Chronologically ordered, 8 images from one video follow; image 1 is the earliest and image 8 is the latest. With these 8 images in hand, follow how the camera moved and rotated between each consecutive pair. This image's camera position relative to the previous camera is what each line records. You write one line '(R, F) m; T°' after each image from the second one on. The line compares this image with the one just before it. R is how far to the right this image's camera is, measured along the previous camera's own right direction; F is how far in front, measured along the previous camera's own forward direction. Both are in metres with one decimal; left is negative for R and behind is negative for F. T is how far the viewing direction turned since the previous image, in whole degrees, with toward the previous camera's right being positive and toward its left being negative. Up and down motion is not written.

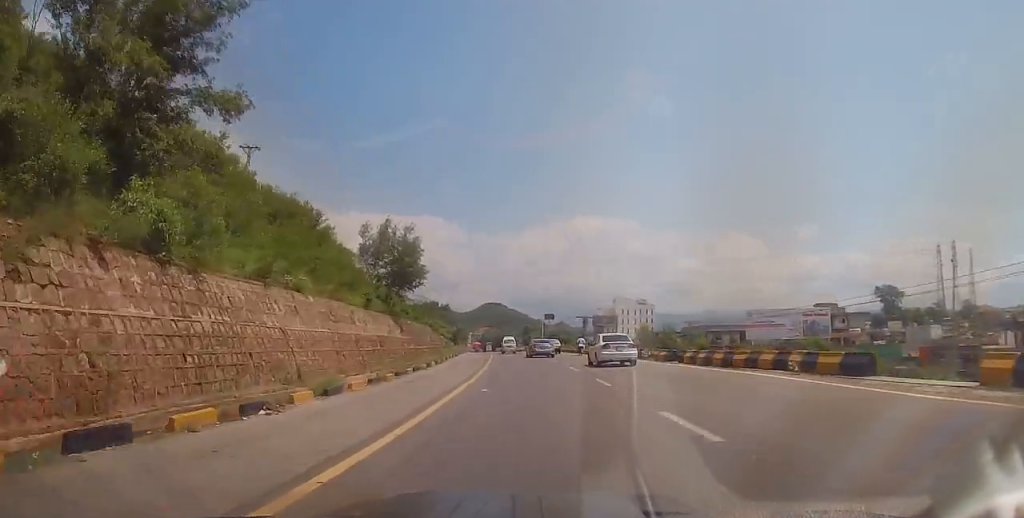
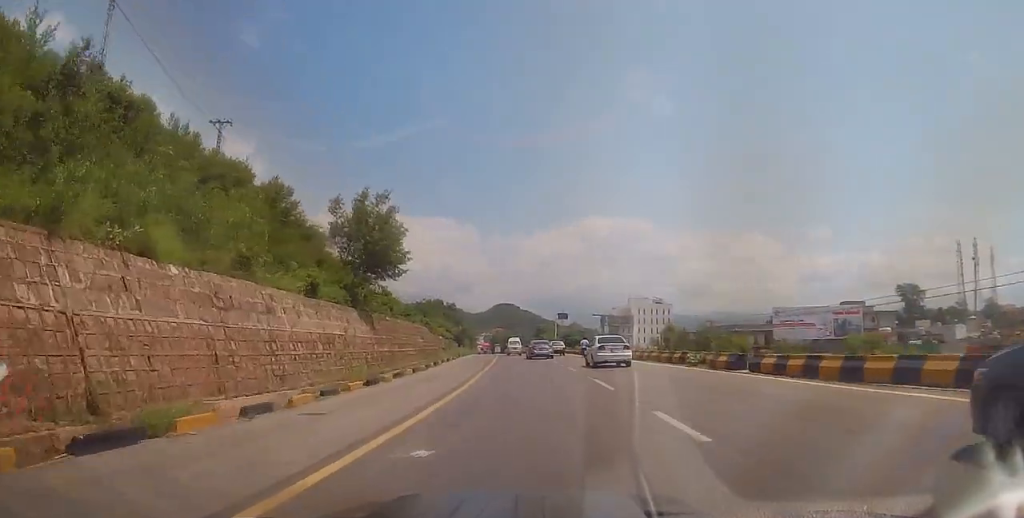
(+0.1, +8.9) m; 0°
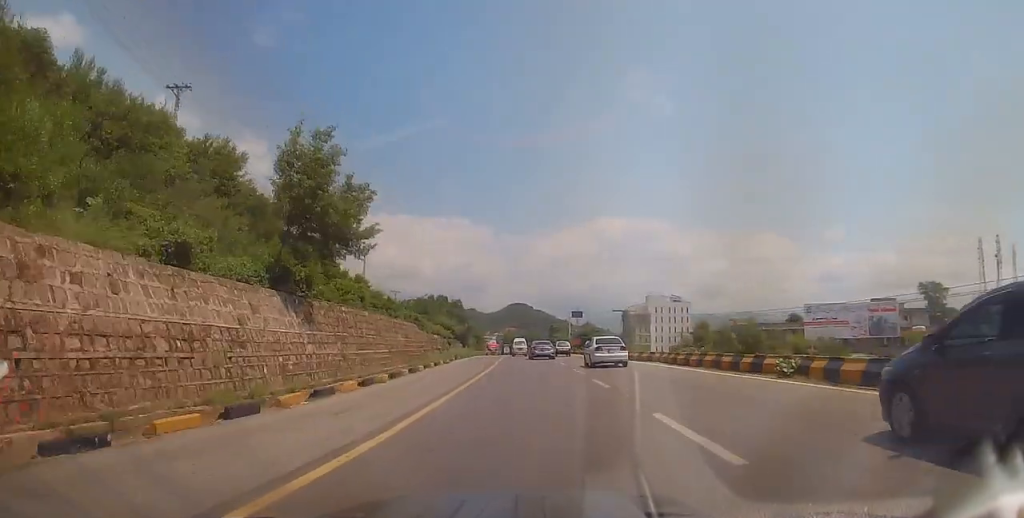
(0.0, +9.4) m; -1°
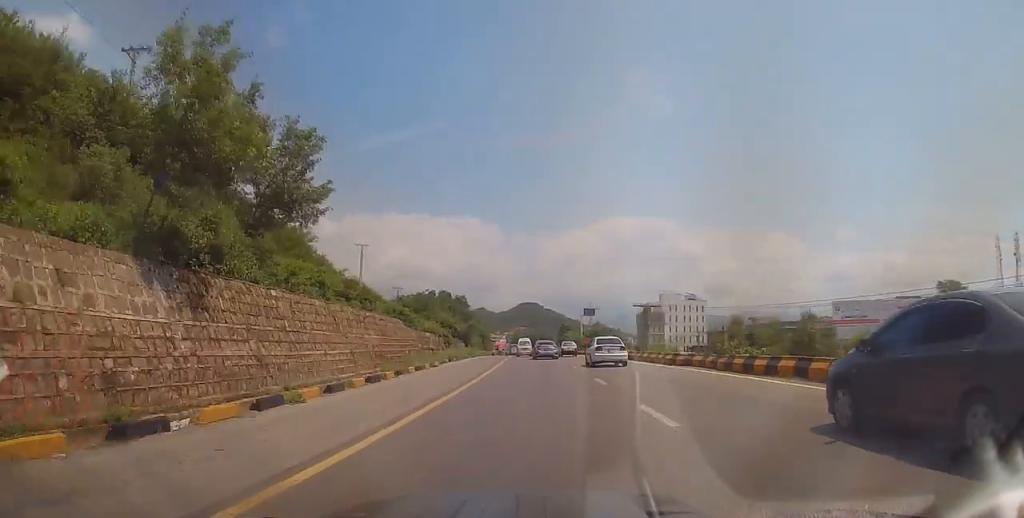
(0.0, +7.8) m; -1°
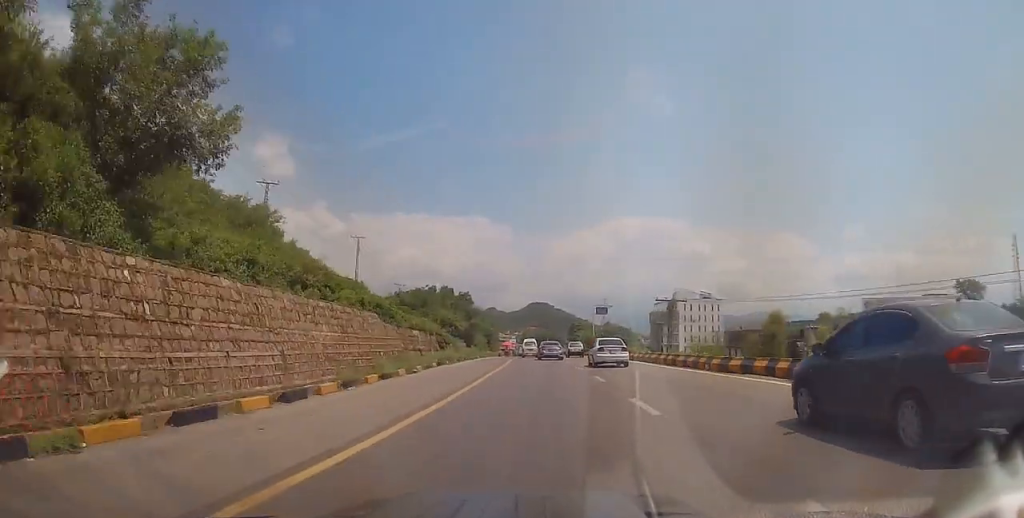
(-0.2, +7.3) m; -1°
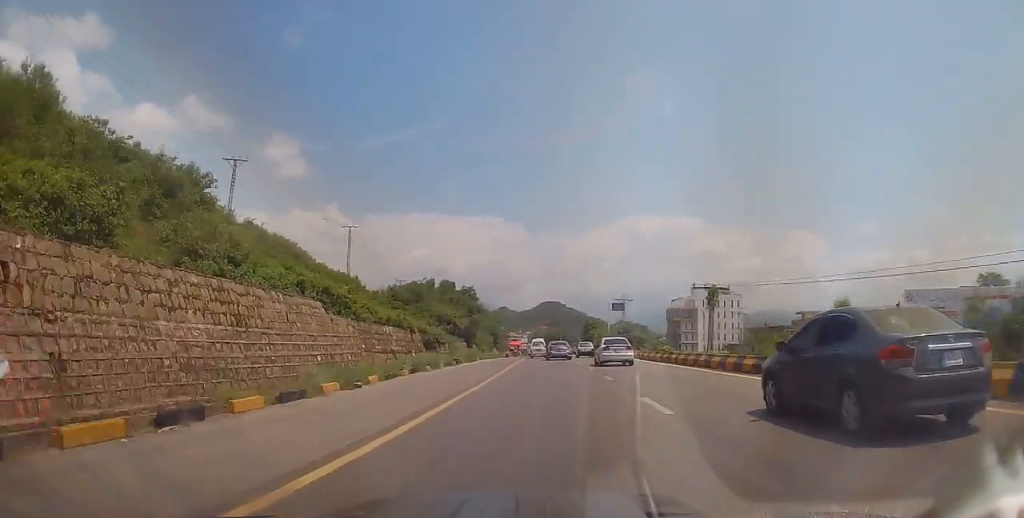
(-0.1, +9.2) m; -2°
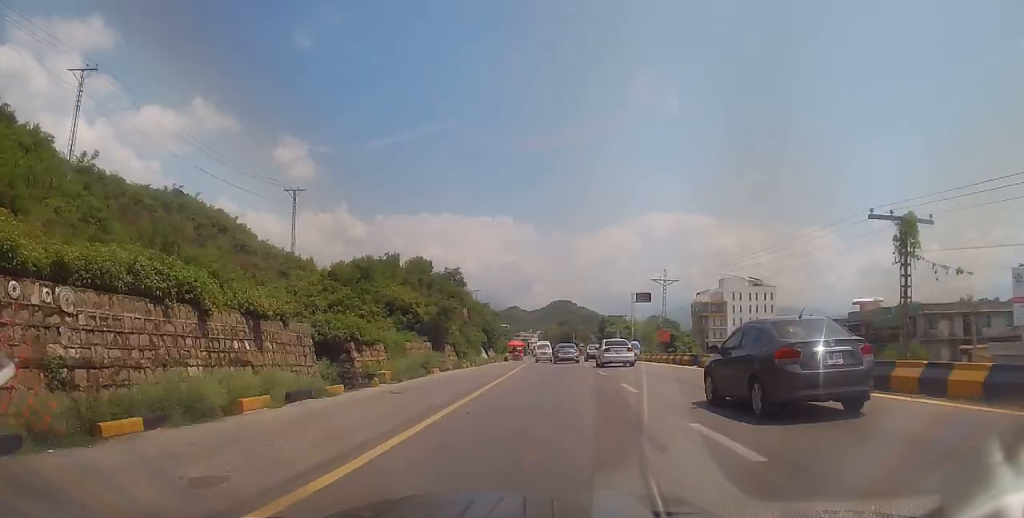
(-0.1, +21.8) m; 0°
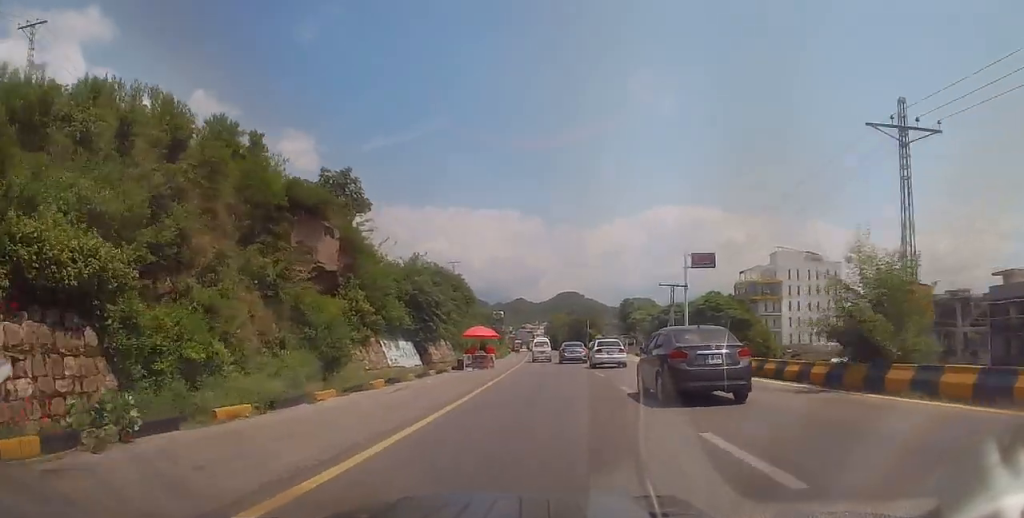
(-0.5, +37.7) m; -1°
